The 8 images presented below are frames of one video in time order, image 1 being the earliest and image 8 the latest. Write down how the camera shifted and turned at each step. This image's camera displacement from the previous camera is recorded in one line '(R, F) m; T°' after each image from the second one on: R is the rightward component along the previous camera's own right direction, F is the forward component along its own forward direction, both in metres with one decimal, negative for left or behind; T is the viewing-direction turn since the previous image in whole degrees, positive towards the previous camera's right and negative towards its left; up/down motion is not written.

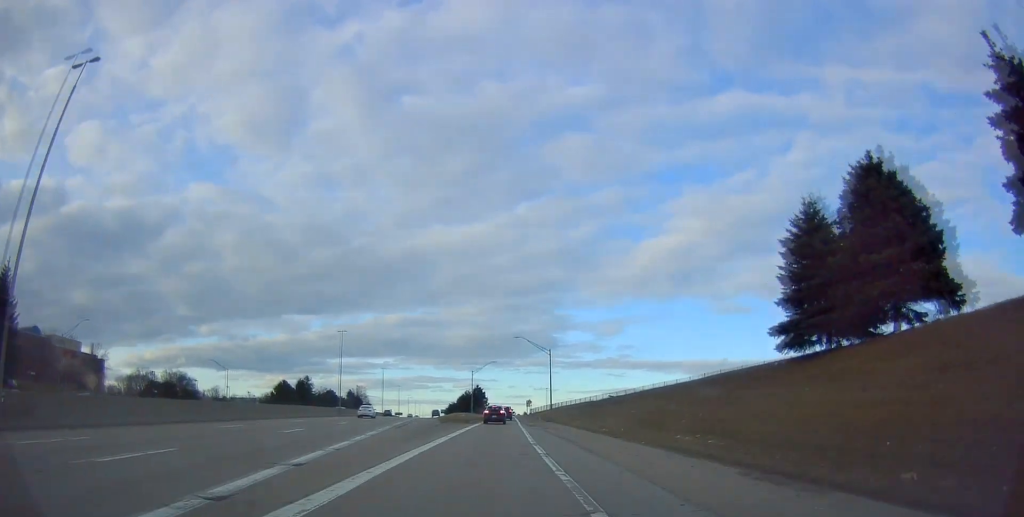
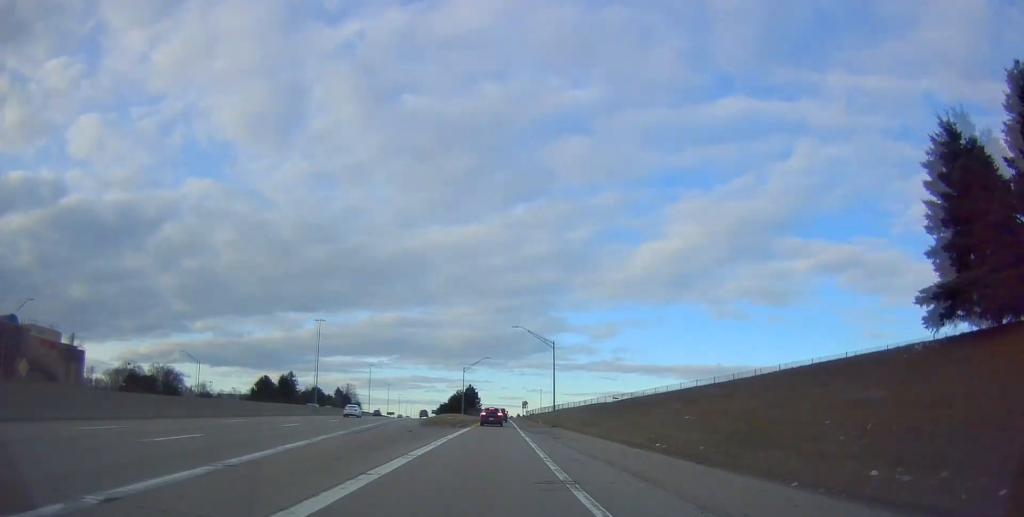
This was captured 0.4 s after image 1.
(0.0, +10.2) m; +1°
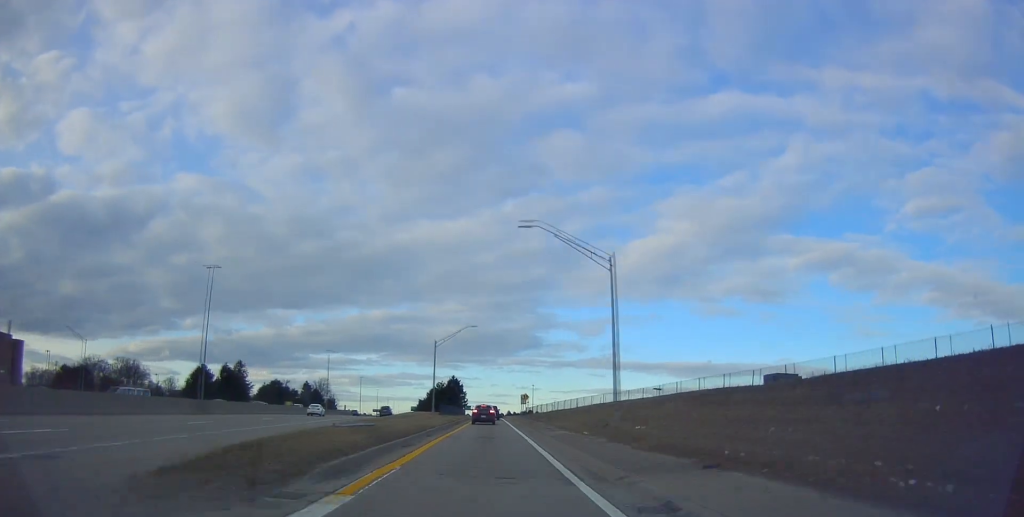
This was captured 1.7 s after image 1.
(+0.8, +33.9) m; +2°
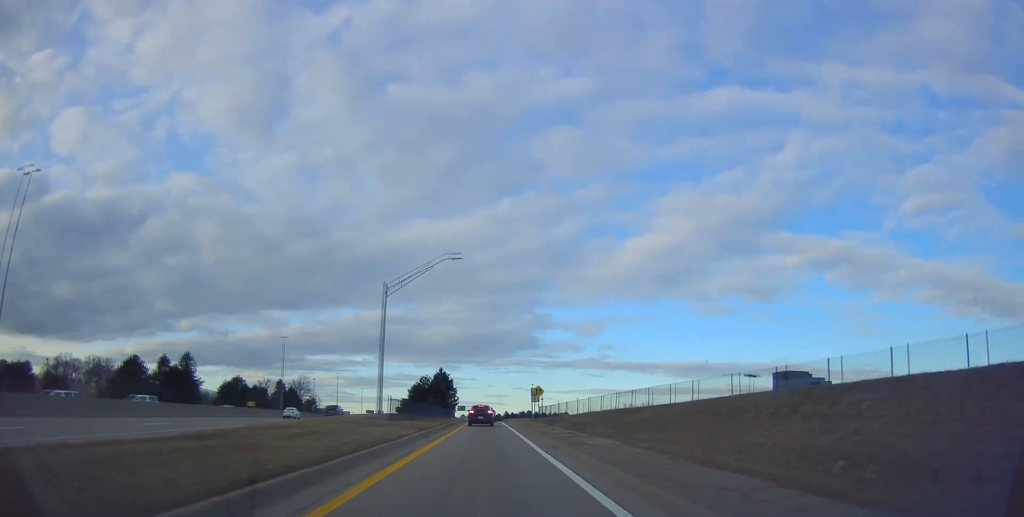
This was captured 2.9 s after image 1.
(-0.3, +28.4) m; -2°
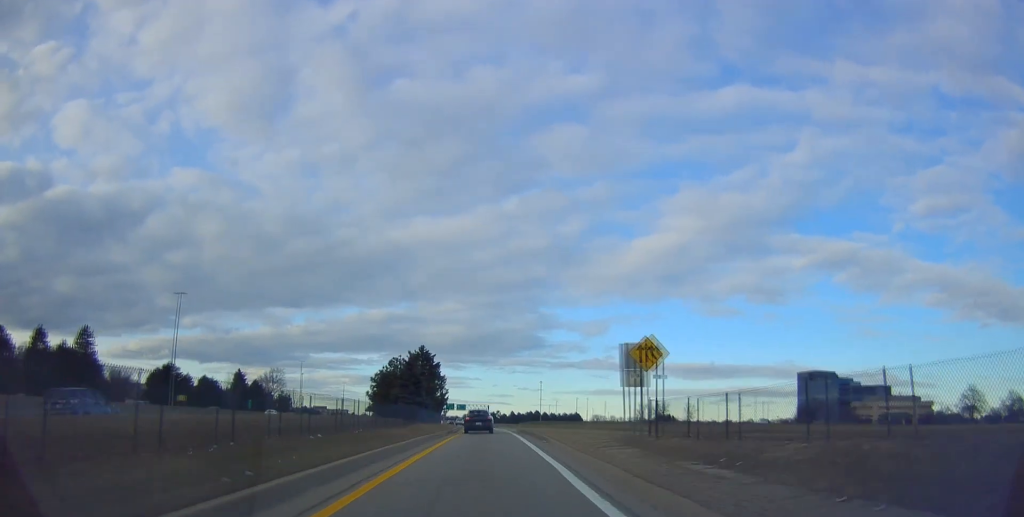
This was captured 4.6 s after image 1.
(+0.4, +40.6) m; +2°
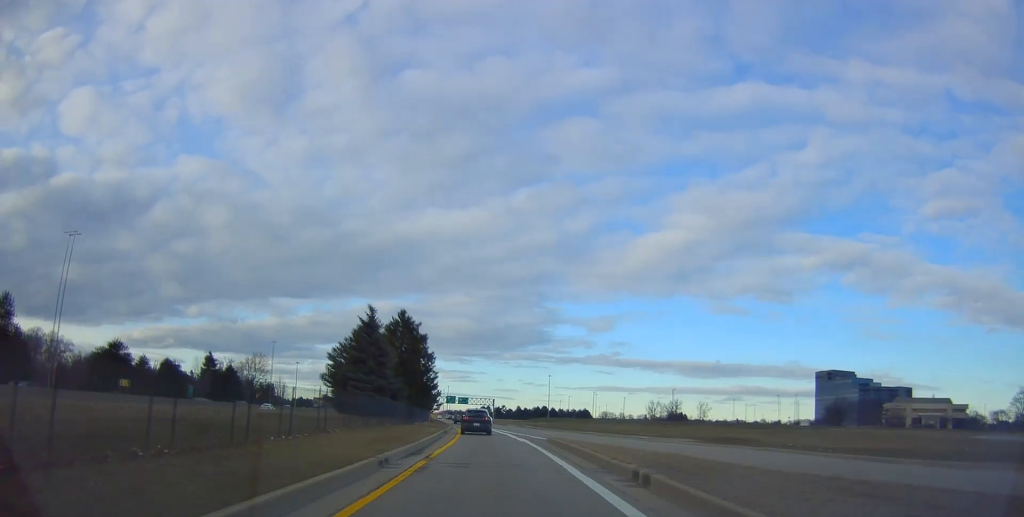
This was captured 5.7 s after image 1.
(0.0, +23.4) m; -2°
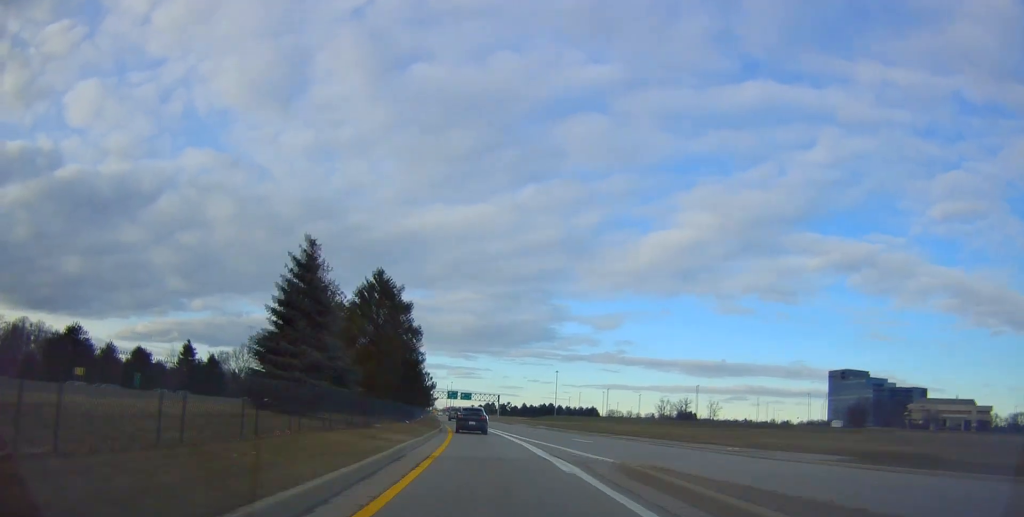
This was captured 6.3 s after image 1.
(-0.5, +14.7) m; -3°
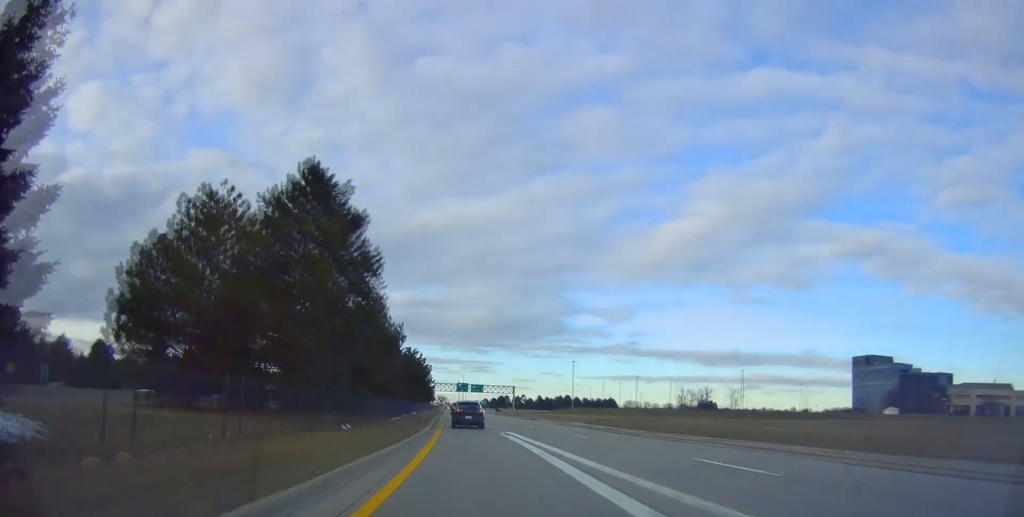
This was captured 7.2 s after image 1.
(-0.4, +19.1) m; -1°
